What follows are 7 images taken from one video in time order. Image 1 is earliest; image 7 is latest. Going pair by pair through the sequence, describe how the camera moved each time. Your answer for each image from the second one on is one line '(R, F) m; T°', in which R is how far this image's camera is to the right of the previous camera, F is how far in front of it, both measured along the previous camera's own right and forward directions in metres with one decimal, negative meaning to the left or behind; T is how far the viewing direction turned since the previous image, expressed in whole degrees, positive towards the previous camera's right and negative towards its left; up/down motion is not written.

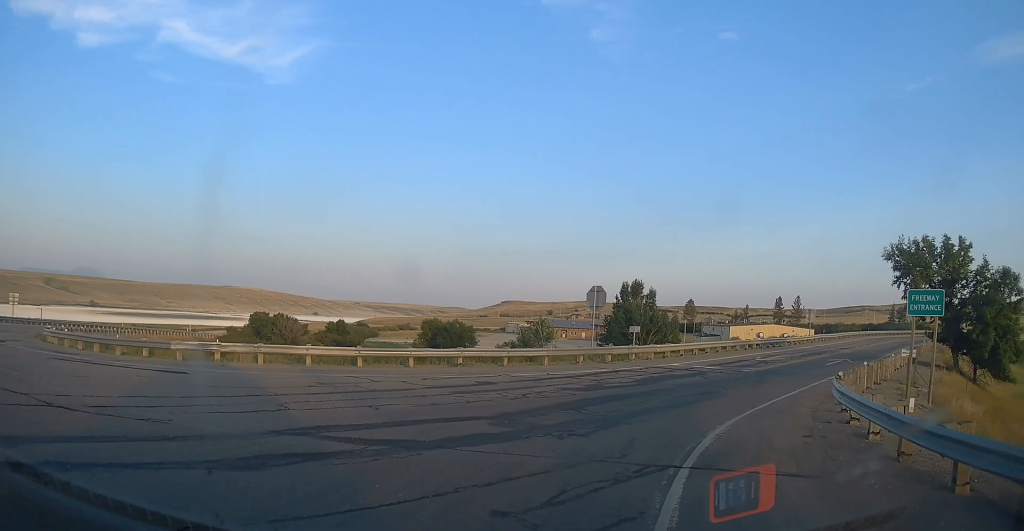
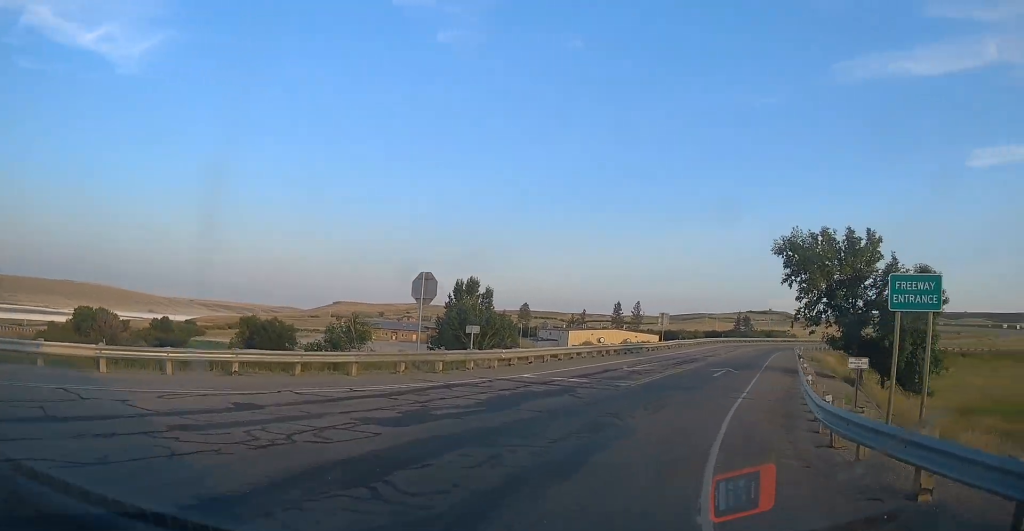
(+1.3, +6.3) m; +19°
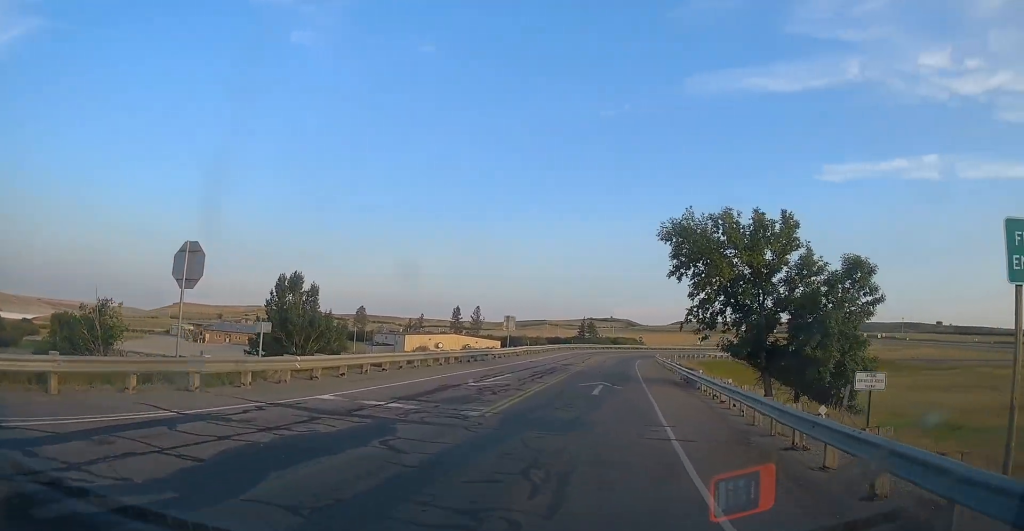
(+1.2, +7.2) m; +13°
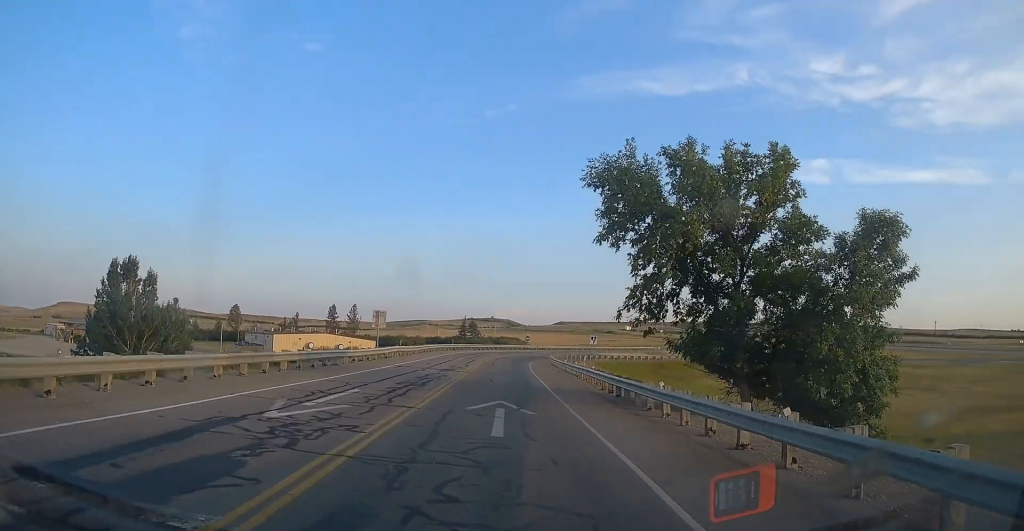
(+0.6, +9.5) m; +8°
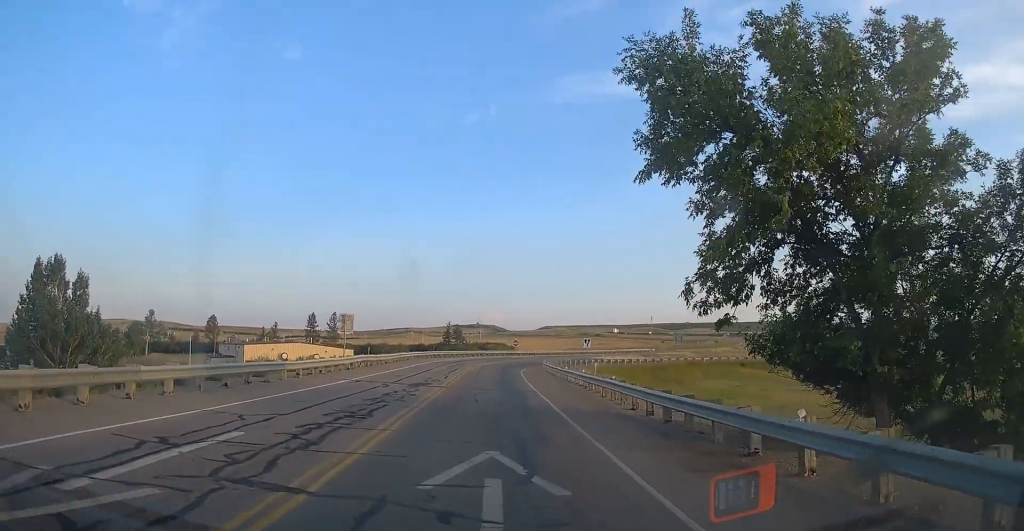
(+0.4, +7.7) m; +6°
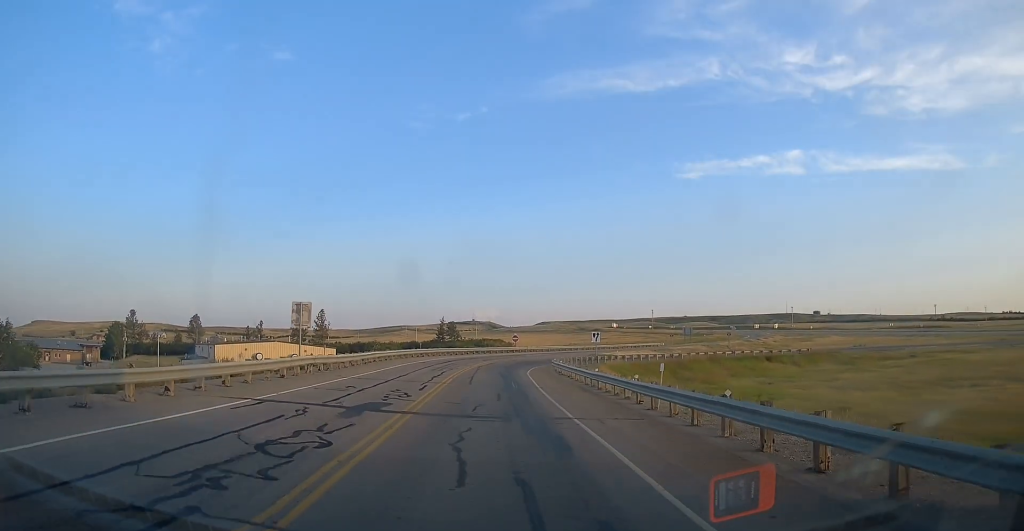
(+0.8, +10.8) m; +4°
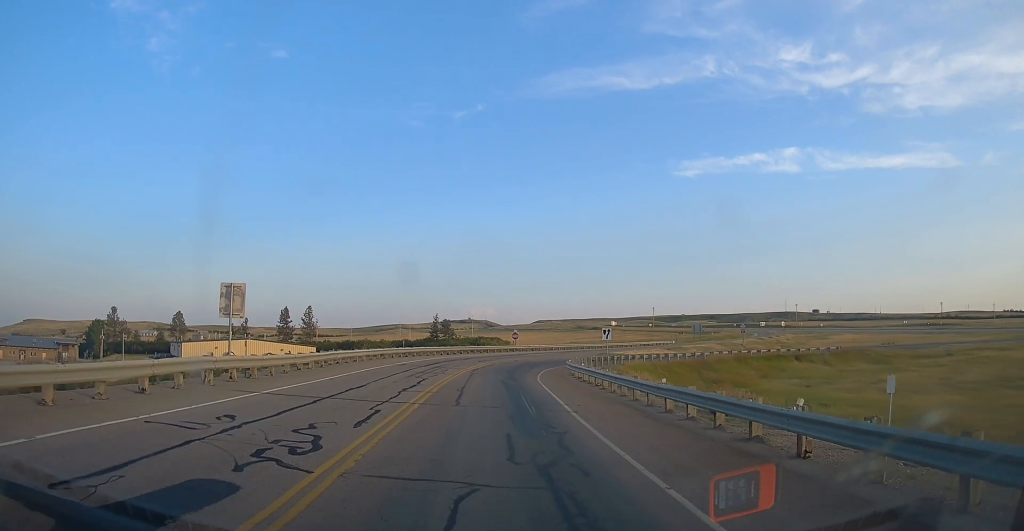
(0.0, +10.2) m; 0°
